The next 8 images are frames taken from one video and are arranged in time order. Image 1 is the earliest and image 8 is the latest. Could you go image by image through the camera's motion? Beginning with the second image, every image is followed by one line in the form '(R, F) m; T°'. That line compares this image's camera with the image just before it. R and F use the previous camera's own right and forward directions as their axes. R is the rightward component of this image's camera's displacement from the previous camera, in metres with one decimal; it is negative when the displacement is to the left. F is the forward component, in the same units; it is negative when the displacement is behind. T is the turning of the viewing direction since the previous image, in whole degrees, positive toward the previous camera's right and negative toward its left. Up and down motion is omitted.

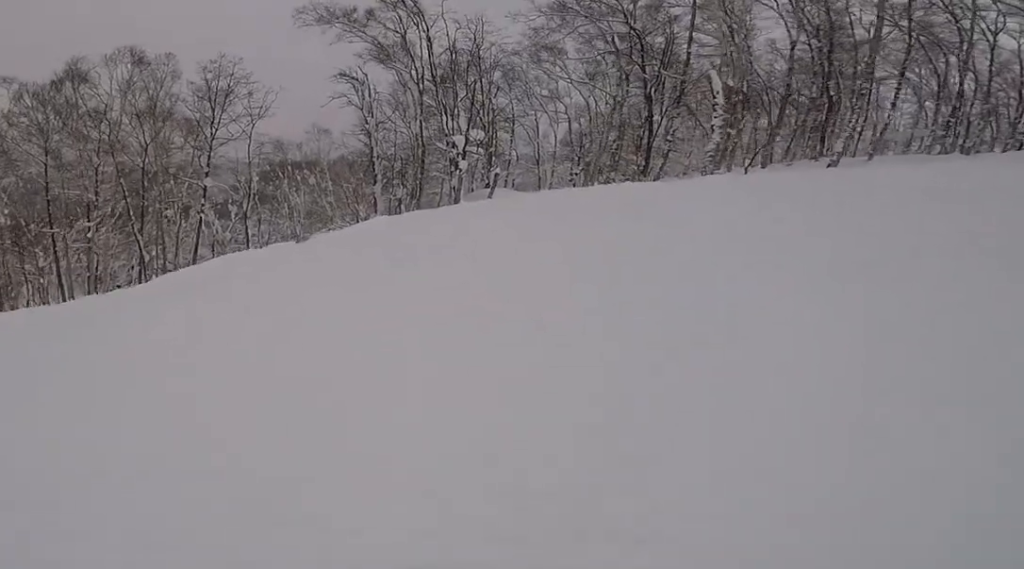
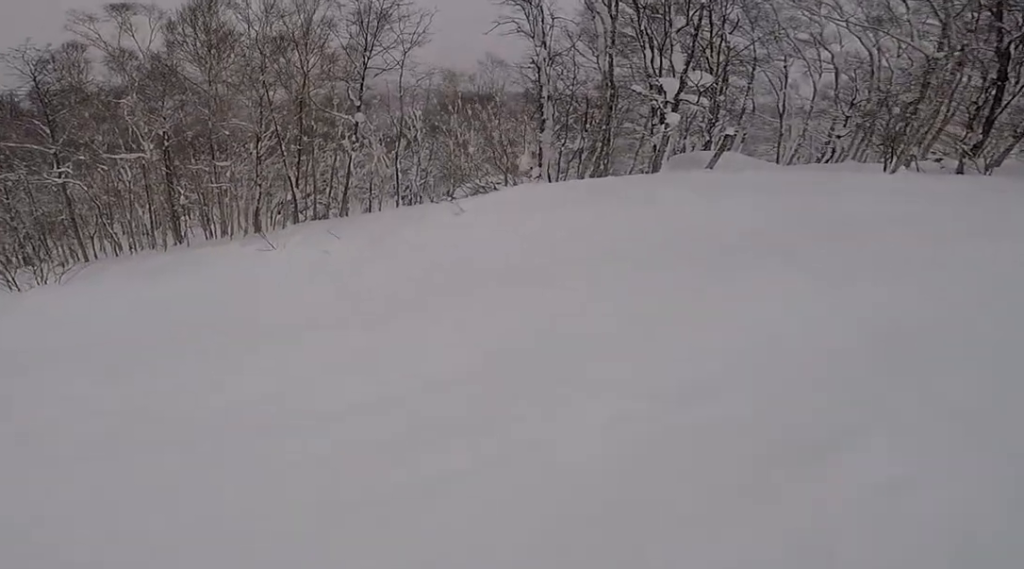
(-1.3, +5.2) m; -24°
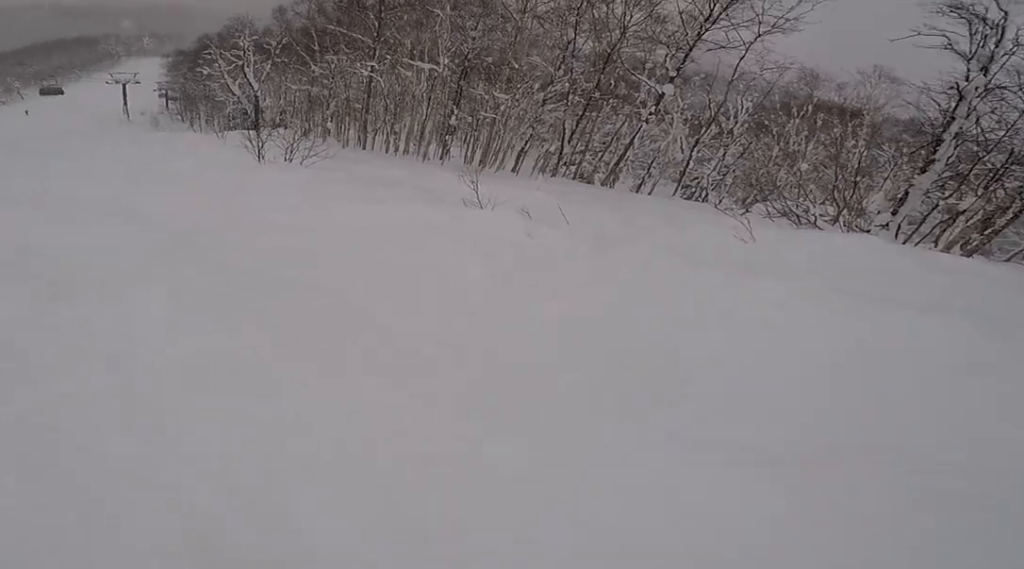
(-0.6, +3.9) m; -49°
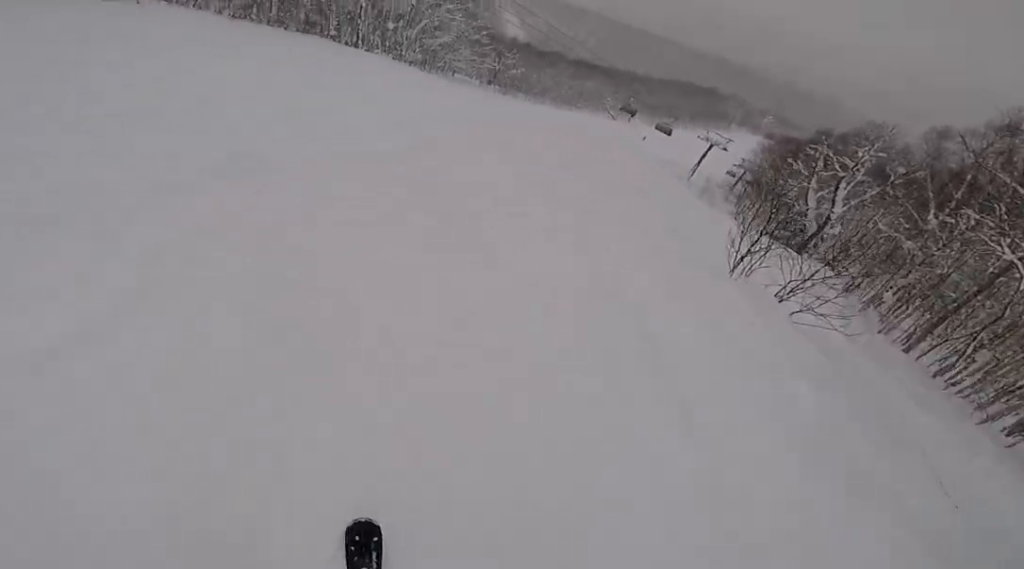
(-2.3, +3.0) m; -55°
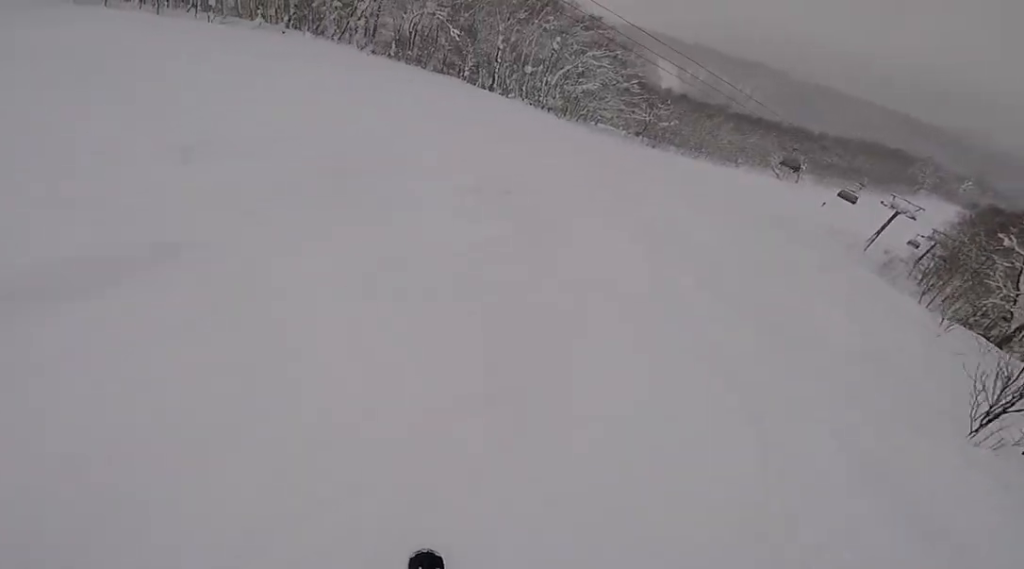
(-0.2, +2.2) m; -7°
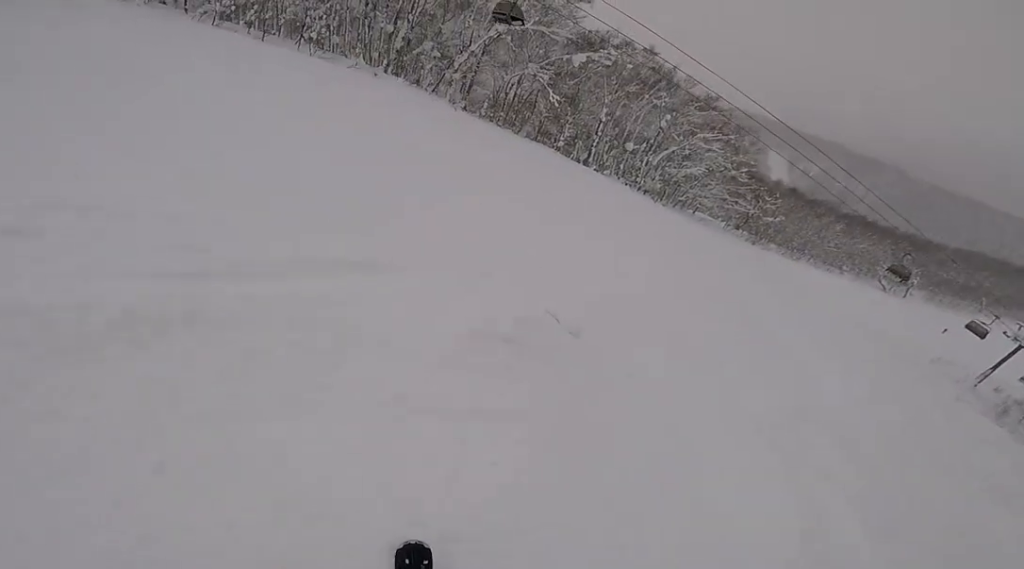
(0.0, +2.6) m; -7°
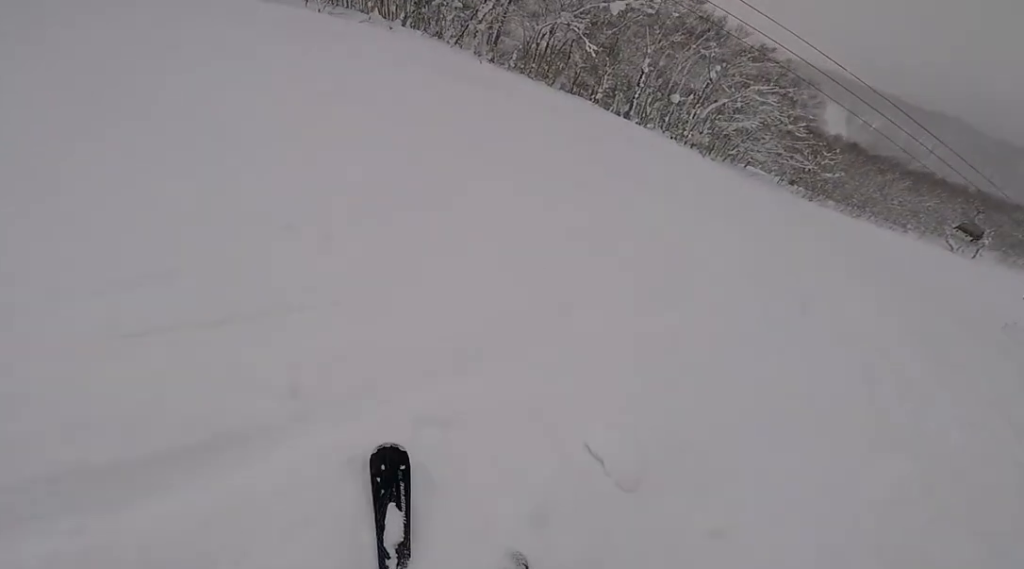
(-0.2, +1.8) m; -3°
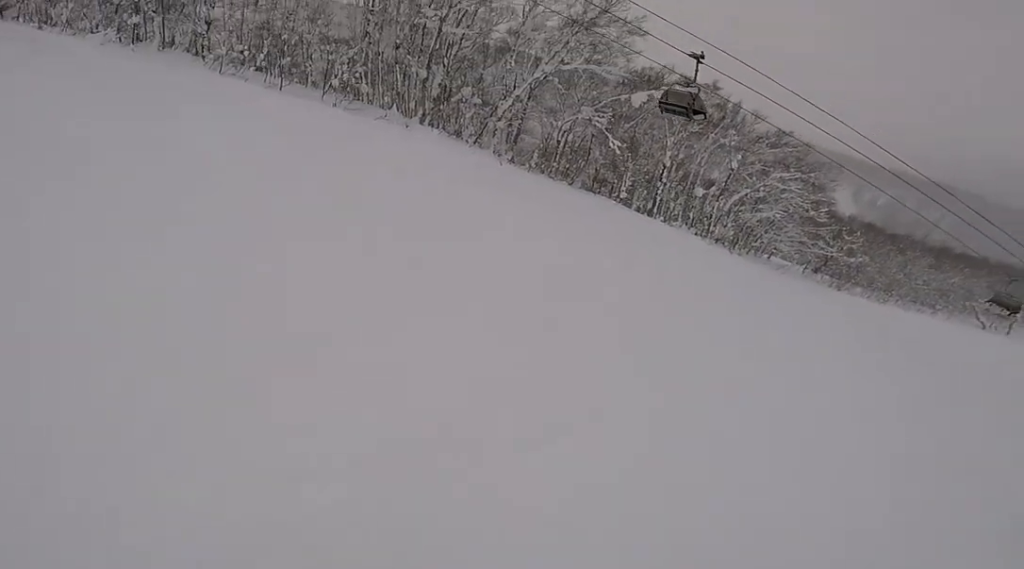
(-0.3, +3.7) m; -4°
